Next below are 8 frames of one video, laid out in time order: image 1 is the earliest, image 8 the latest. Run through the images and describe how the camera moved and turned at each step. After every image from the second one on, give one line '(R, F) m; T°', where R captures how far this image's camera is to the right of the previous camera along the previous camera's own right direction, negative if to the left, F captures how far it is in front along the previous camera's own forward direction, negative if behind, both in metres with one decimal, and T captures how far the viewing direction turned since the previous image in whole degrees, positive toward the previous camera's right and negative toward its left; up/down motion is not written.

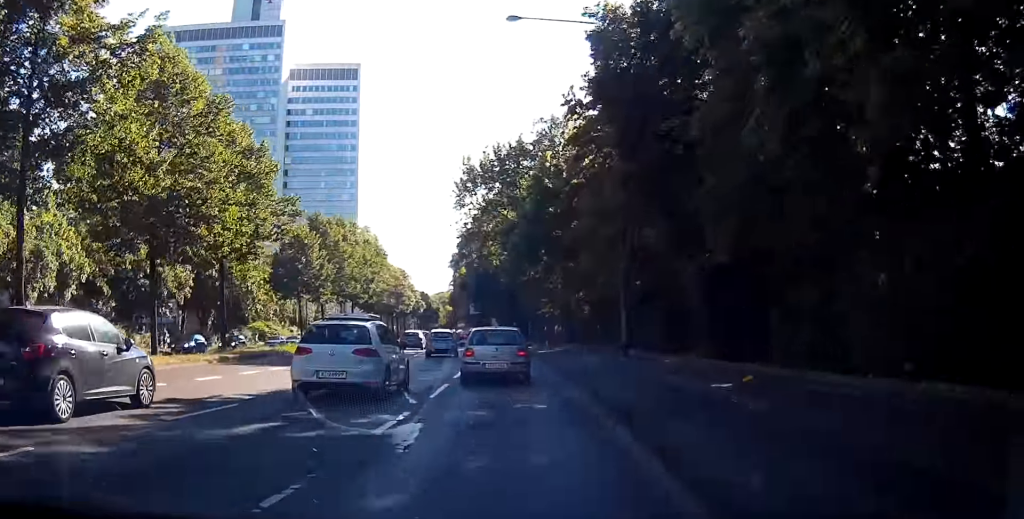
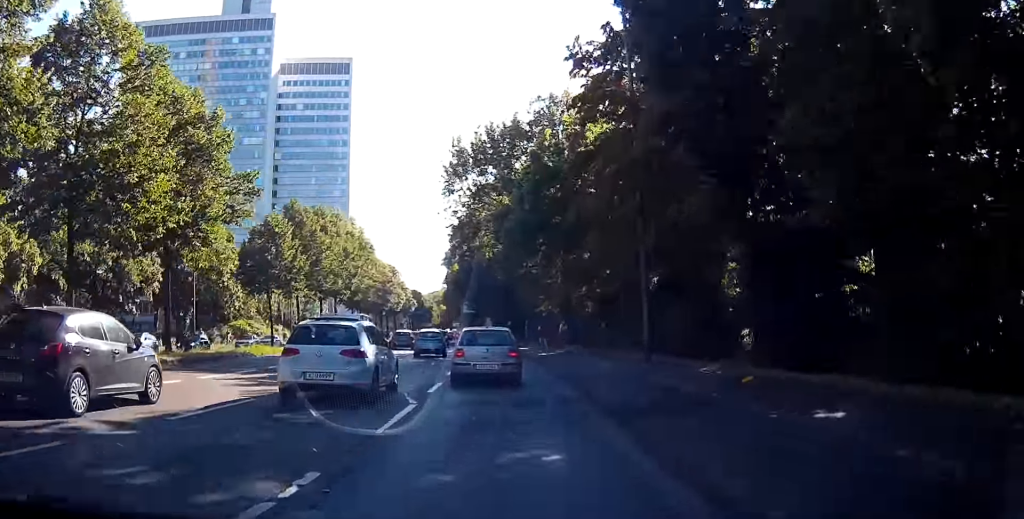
(-0.1, +5.1) m; 0°
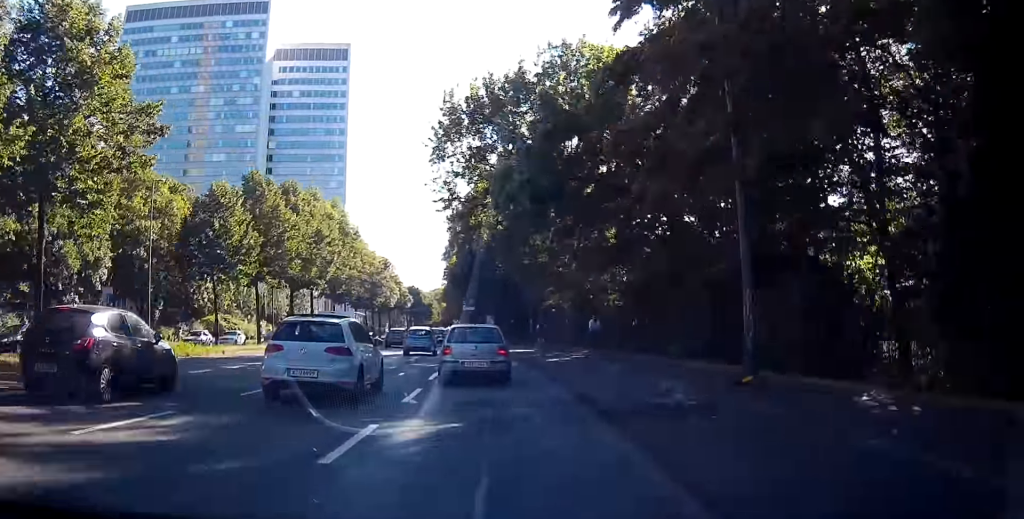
(-0.3, +8.9) m; 0°
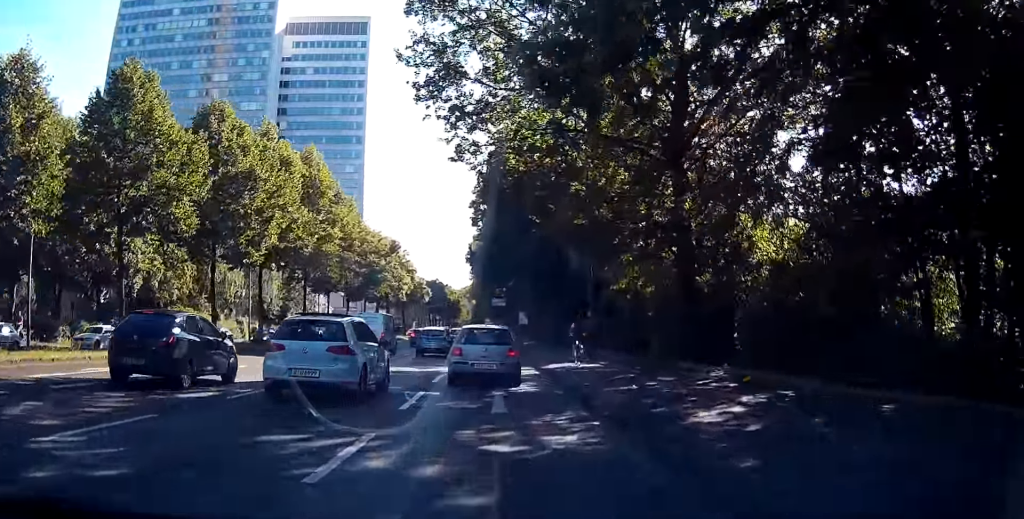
(+0.5, +19.0) m; +2°
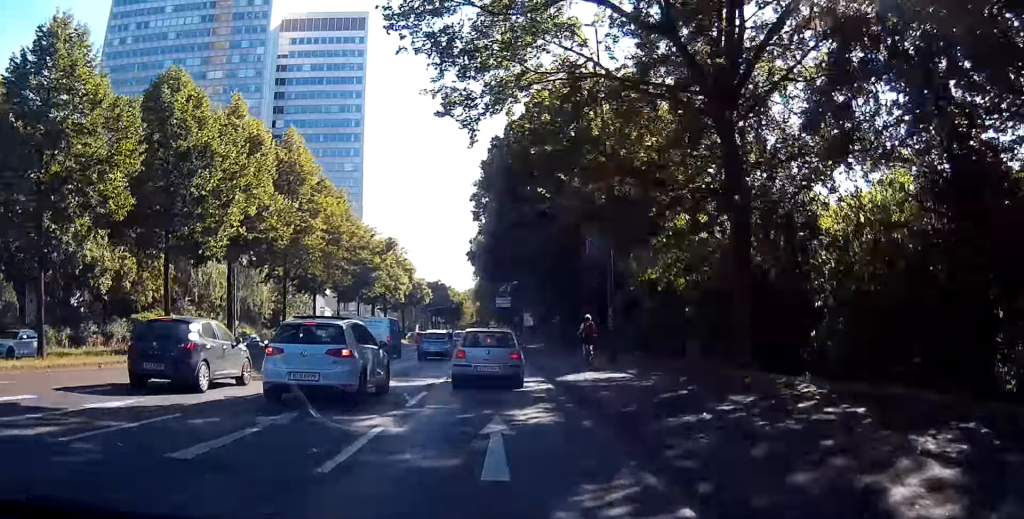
(0.0, +5.3) m; 0°
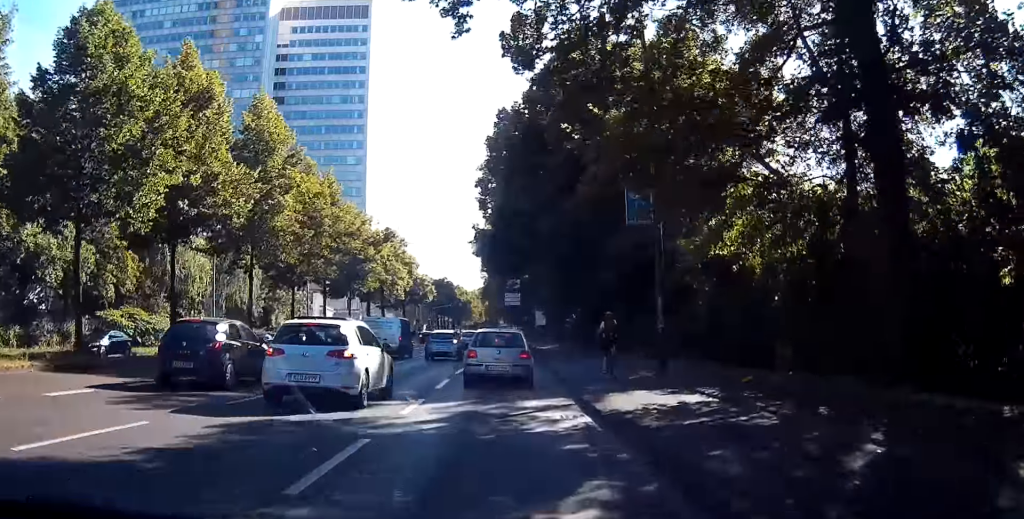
(0.0, +7.3) m; +1°
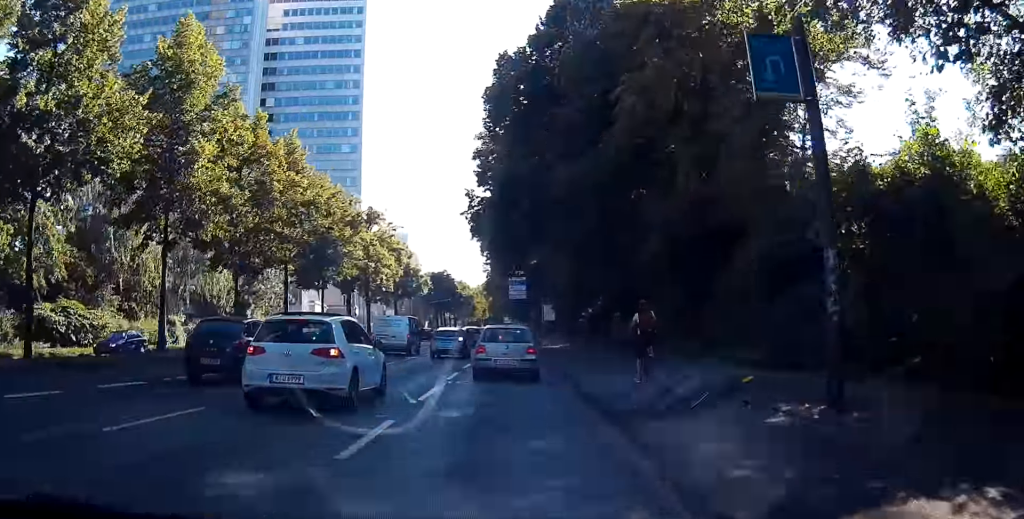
(+0.1, +10.1) m; +1°
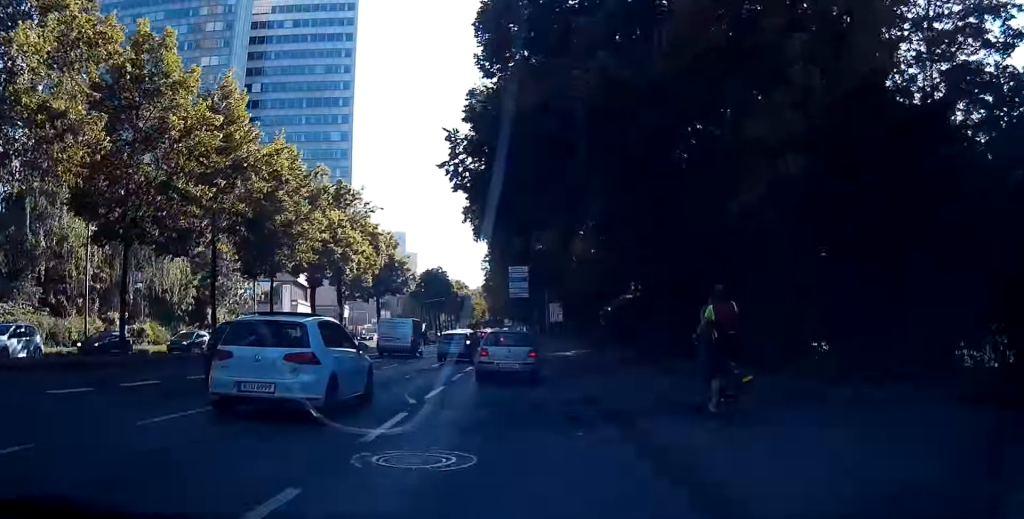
(+0.1, +10.6) m; +2°
